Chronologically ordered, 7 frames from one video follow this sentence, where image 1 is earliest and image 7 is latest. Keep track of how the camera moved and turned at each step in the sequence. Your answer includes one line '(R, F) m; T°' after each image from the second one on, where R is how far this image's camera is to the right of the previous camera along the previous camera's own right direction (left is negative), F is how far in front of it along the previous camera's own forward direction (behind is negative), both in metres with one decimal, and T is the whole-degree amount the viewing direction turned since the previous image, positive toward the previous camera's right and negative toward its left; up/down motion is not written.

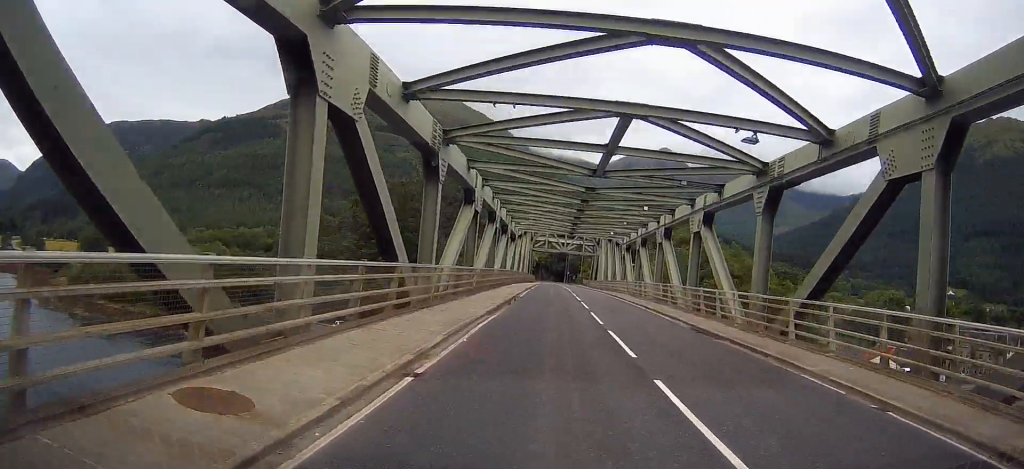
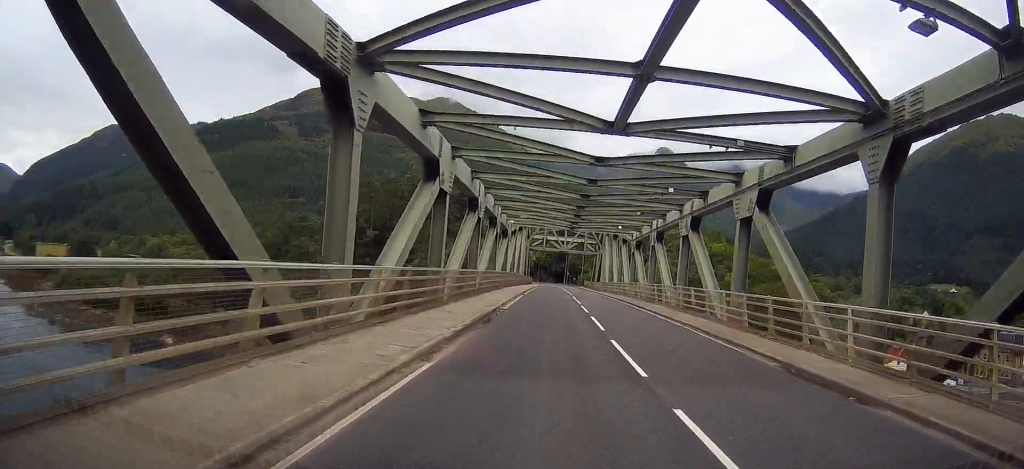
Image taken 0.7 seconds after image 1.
(0.0, +10.1) m; 0°
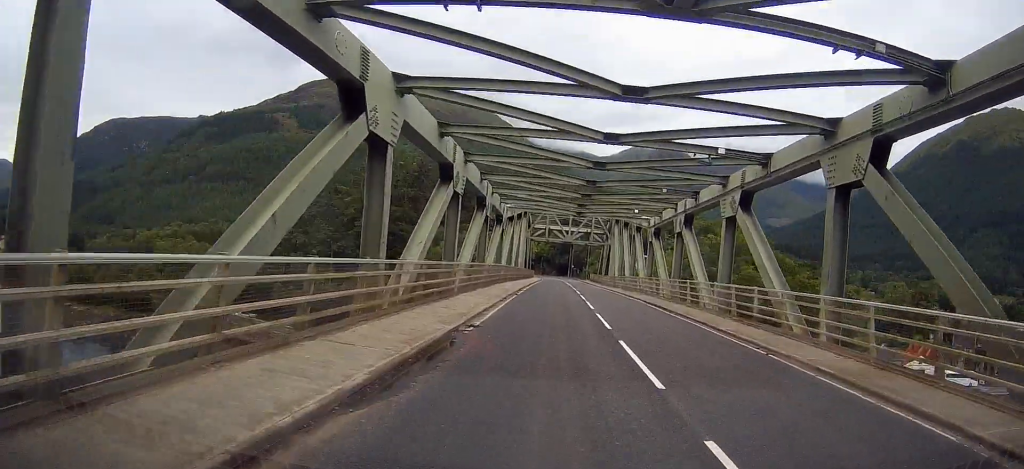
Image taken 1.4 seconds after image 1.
(0.0, +10.0) m; 0°
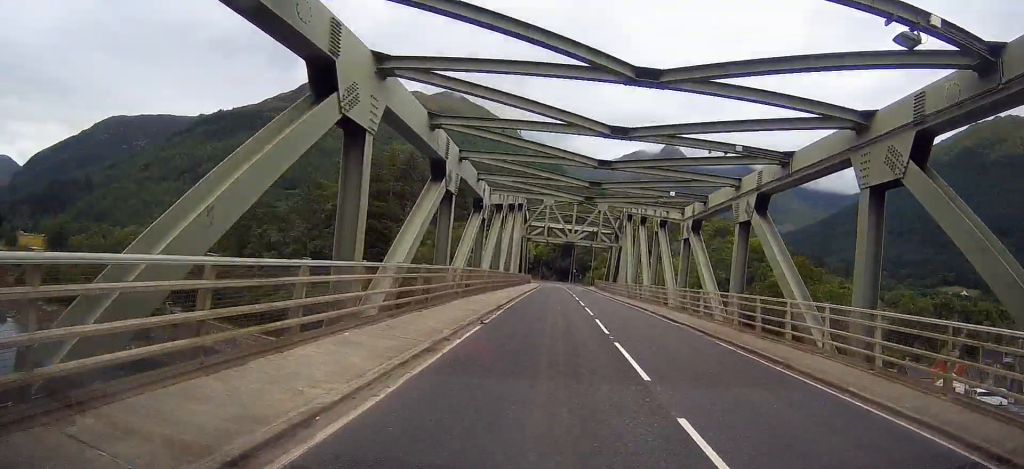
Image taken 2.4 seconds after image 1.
(0.0, +15.3) m; 0°
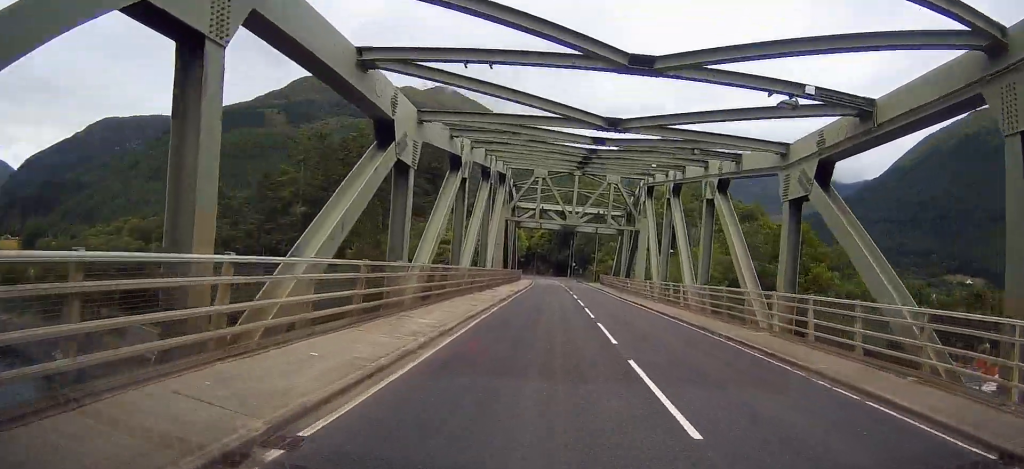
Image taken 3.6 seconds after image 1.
(0.0, +20.4) m; 0°
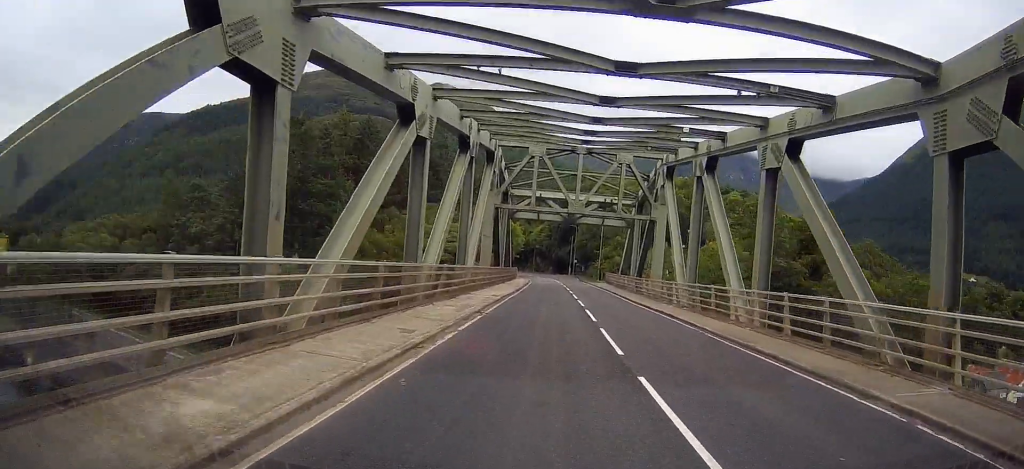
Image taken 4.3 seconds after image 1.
(0.0, +10.4) m; 0°
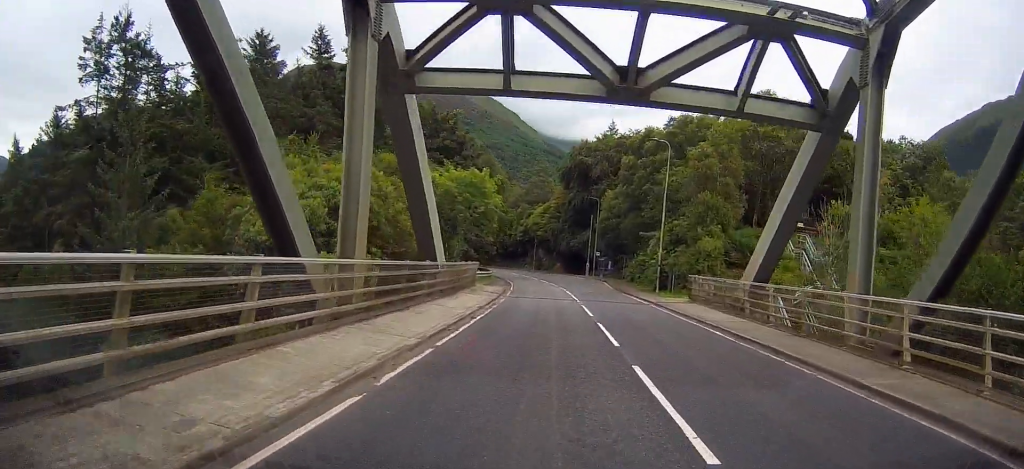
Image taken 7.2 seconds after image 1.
(-0.6, +48.1) m; -1°
